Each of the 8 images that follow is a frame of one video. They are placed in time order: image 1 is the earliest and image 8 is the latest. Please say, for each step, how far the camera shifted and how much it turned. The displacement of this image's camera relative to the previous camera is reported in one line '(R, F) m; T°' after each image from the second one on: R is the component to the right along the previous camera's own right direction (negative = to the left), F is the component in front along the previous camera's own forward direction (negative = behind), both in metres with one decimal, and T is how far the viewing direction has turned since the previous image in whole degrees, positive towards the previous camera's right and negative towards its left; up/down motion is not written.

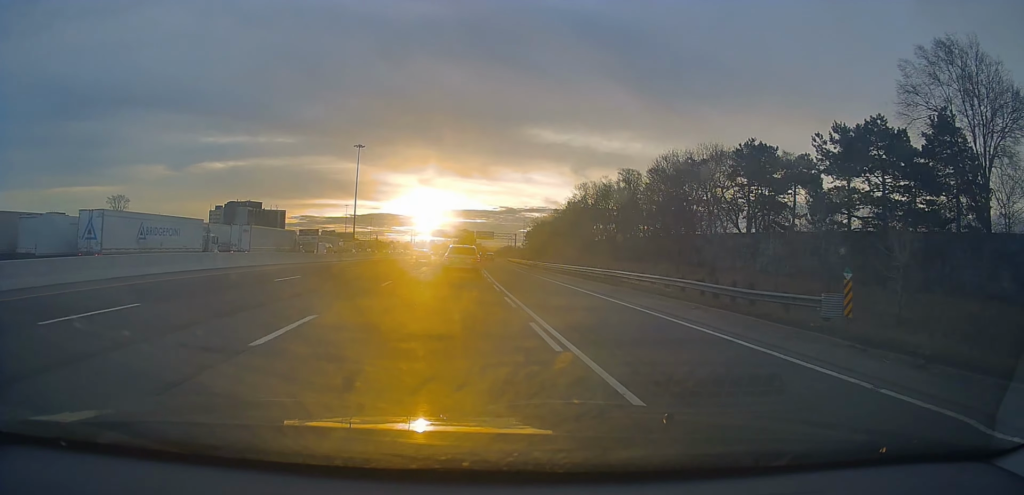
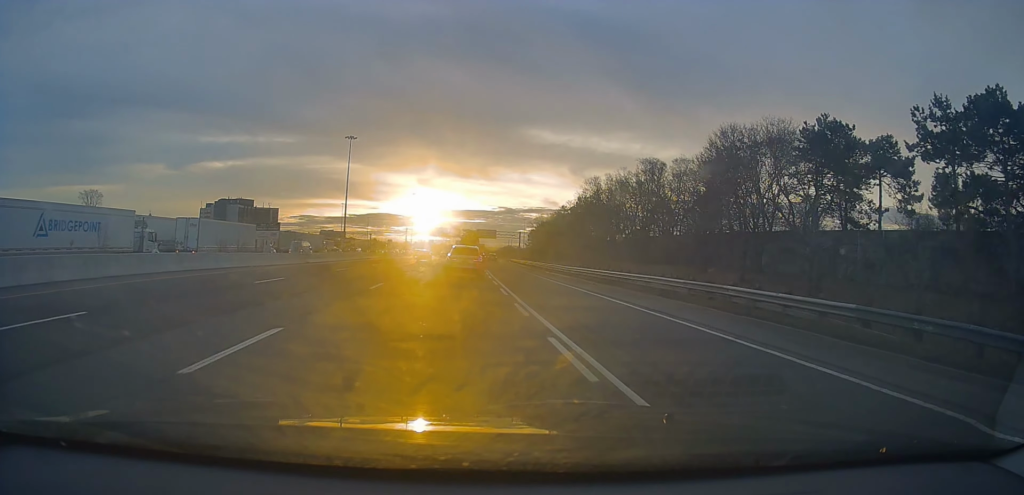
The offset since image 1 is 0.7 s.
(+0.2, +14.3) m; +1°
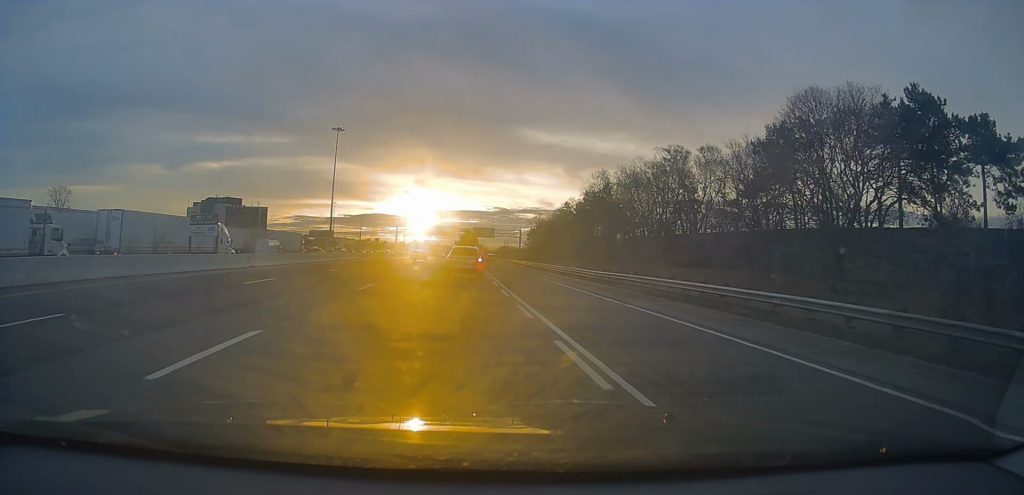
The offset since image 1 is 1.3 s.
(+0.4, +12.9) m; 0°
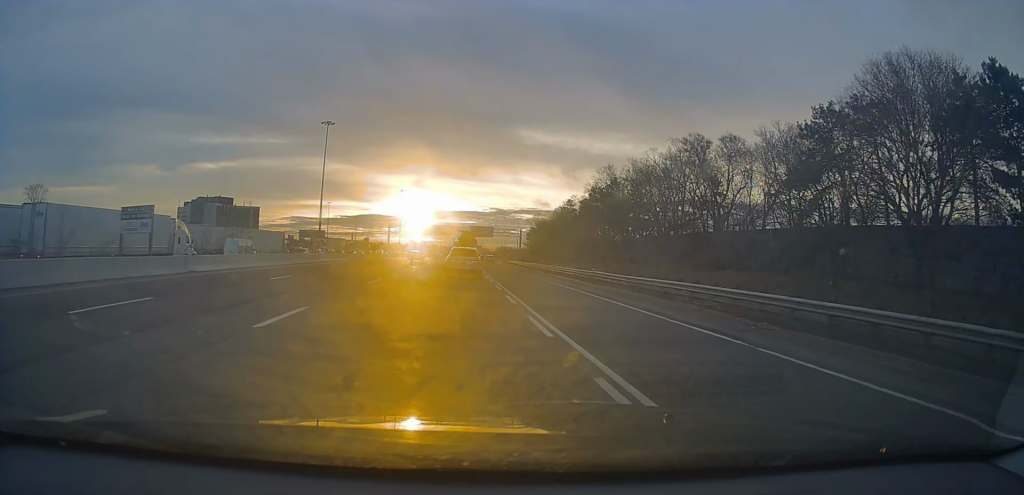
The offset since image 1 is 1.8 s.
(-0.1, +8.7) m; 0°
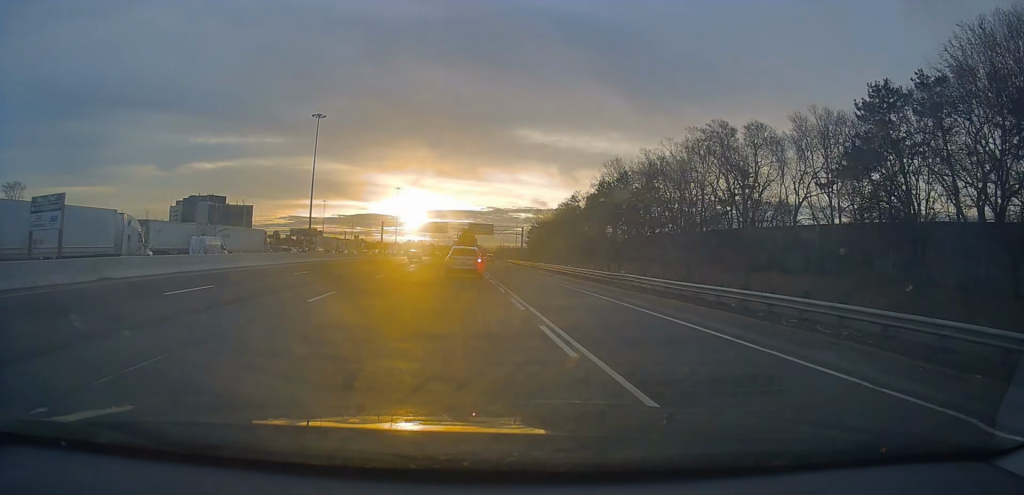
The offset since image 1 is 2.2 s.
(-0.2, +8.1) m; -1°
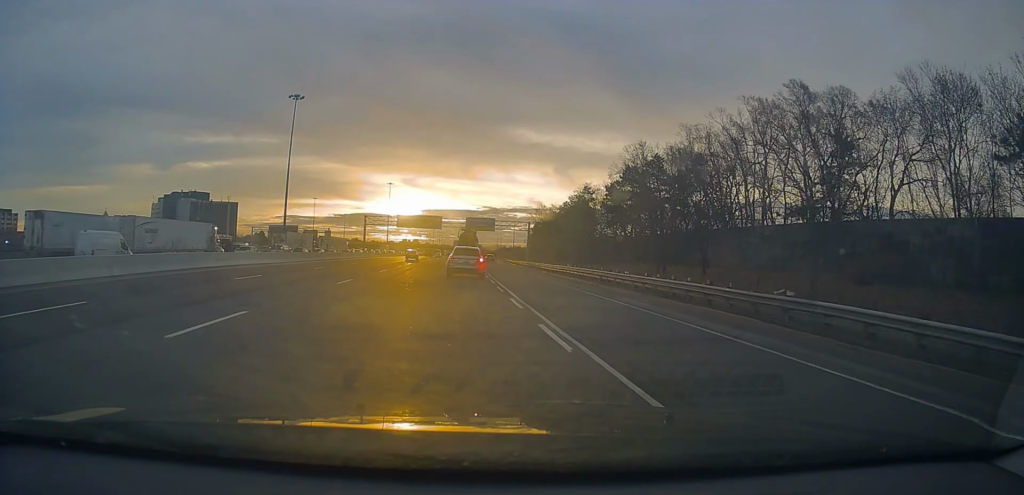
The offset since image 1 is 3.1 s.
(-0.2, +18.2) m; 0°
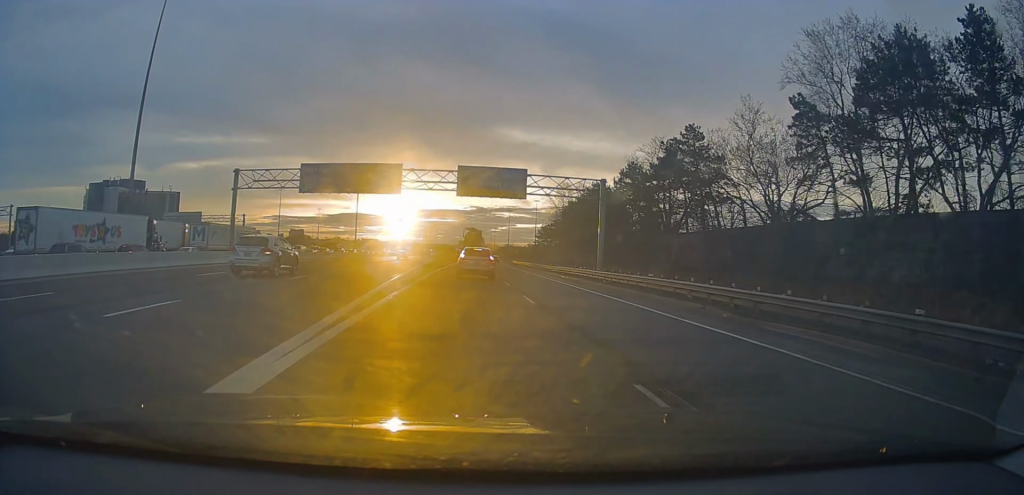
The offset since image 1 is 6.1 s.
(+0.8, +60.9) m; +2°
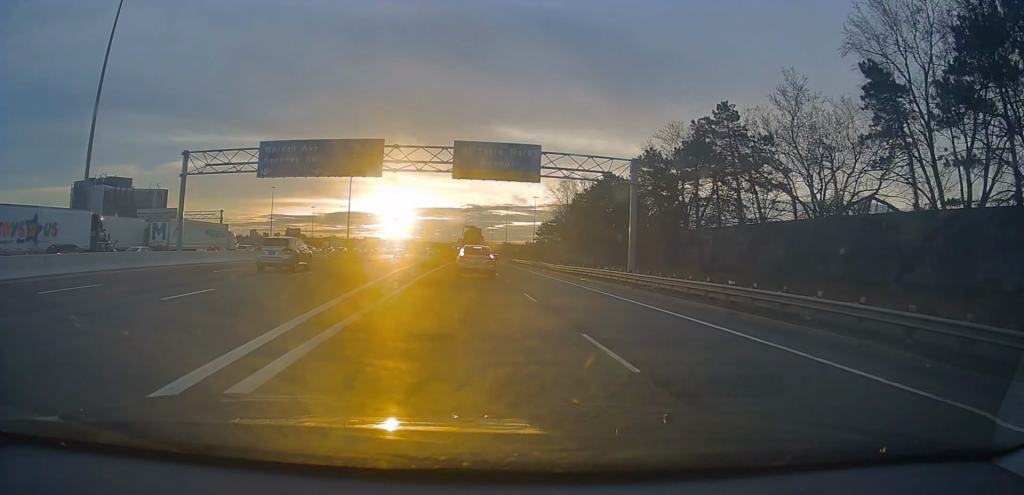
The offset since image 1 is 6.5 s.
(+0.1, +9.3) m; +1°
